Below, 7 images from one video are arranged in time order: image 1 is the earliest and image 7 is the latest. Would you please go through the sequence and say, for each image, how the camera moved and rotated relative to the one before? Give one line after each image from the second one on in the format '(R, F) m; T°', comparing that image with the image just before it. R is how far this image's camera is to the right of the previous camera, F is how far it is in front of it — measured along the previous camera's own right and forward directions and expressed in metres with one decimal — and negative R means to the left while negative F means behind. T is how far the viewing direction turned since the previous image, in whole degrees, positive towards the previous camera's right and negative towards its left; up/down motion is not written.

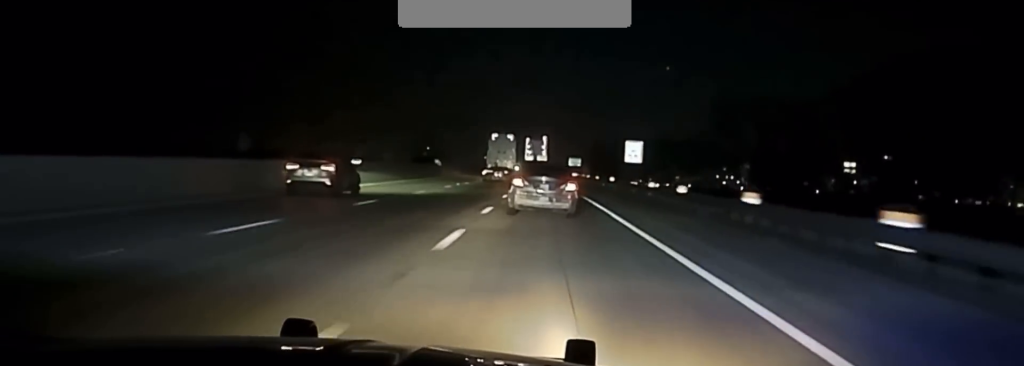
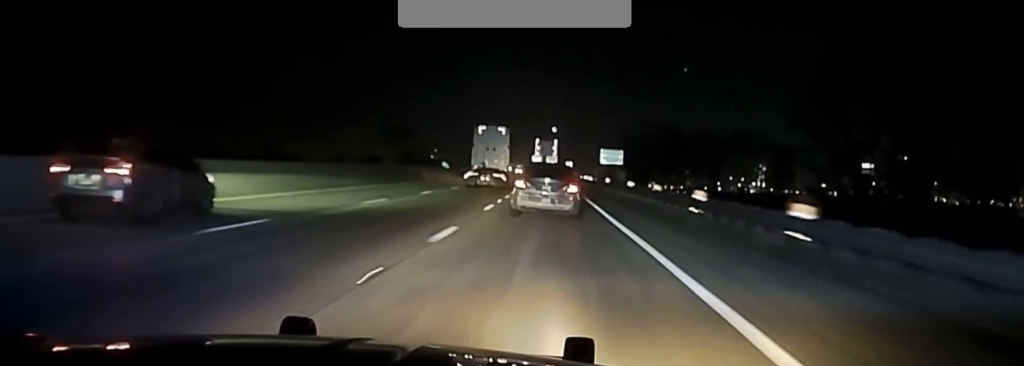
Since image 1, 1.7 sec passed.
(0.0, +72.2) m; 0°
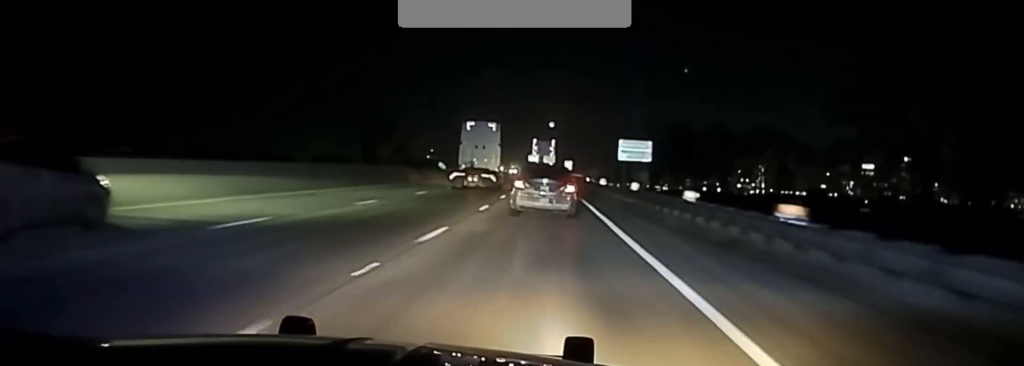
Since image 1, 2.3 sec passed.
(0.0, +24.8) m; -1°
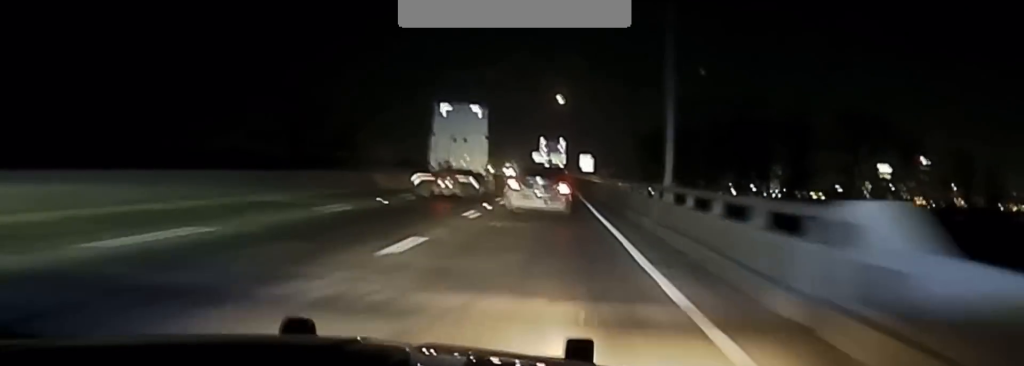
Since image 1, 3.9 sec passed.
(-1.4, +62.8) m; -1°
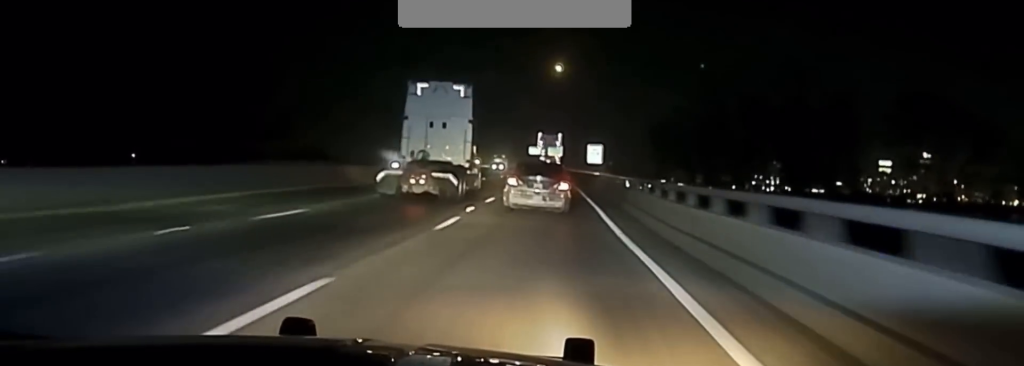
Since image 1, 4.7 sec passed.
(+0.4, +26.9) m; +1°
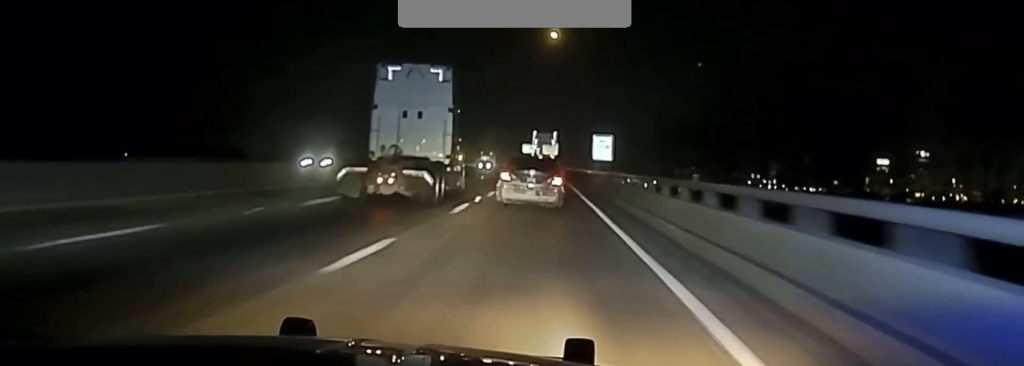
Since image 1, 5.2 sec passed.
(0.0, +17.6) m; 0°
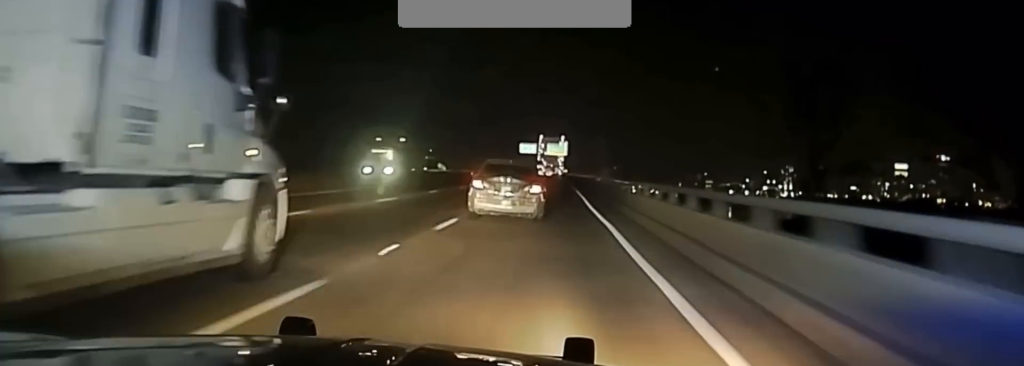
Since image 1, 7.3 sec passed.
(-0.5, +76.0) m; -1°
